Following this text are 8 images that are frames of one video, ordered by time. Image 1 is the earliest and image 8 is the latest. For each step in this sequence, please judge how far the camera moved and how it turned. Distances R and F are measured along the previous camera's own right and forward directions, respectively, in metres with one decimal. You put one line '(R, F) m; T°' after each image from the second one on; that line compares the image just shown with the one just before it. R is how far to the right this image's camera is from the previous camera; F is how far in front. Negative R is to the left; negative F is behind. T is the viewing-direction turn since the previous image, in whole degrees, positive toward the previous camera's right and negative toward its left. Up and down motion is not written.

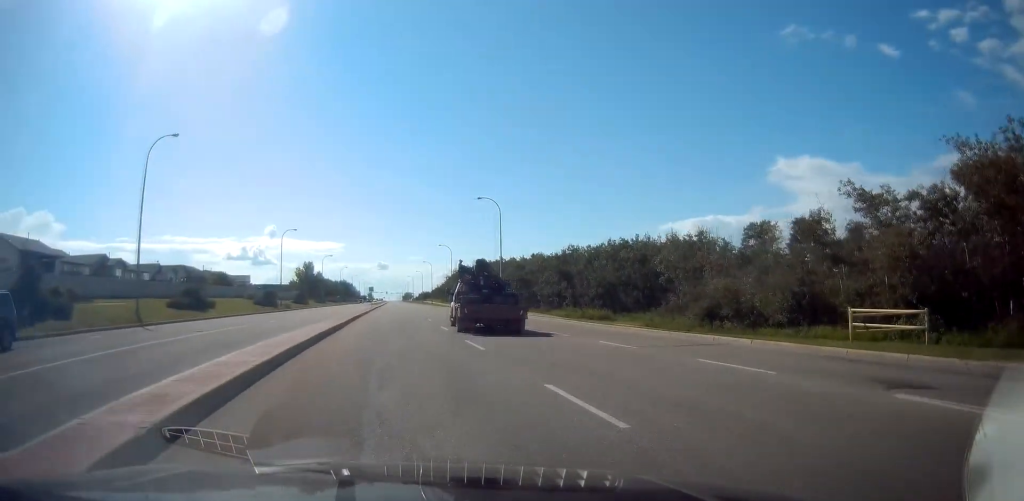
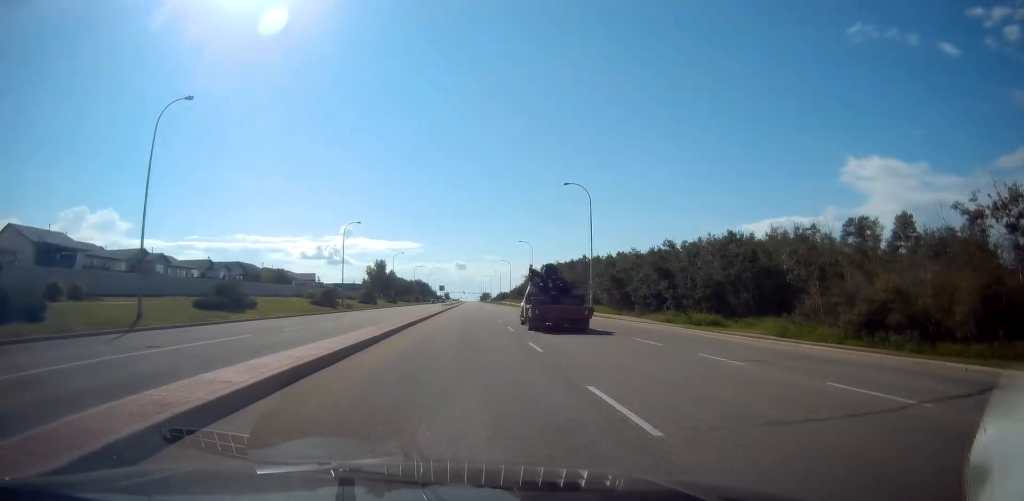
(-0.6, +8.9) m; -5°
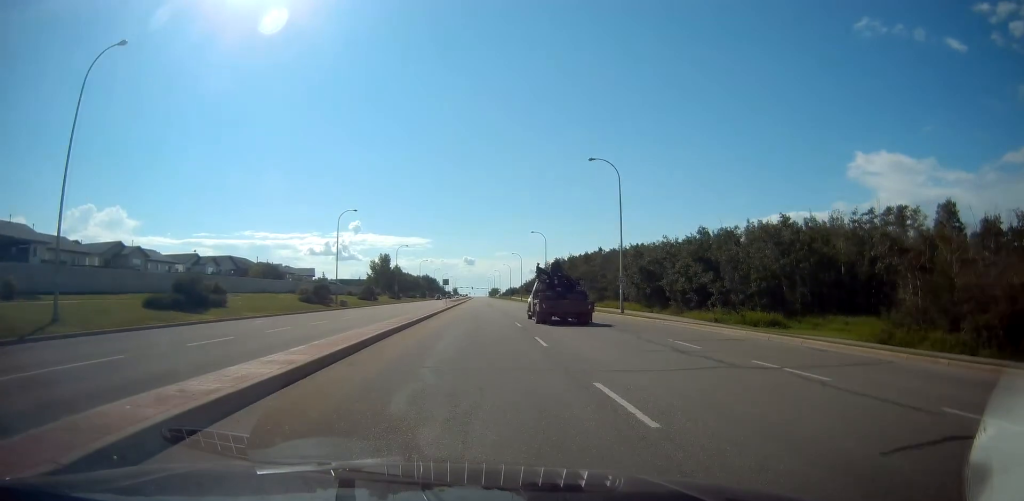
(-0.1, +8.8) m; -1°
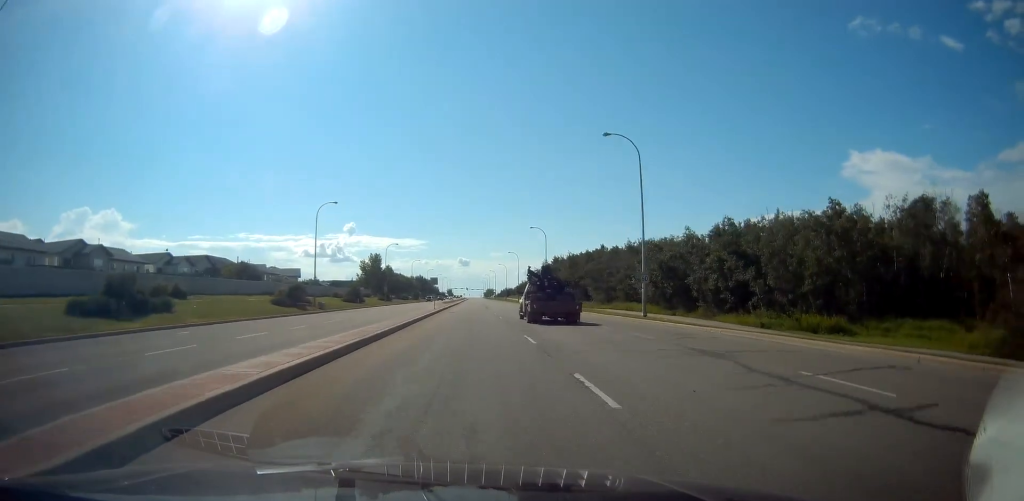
(0.0, +8.3) m; -1°
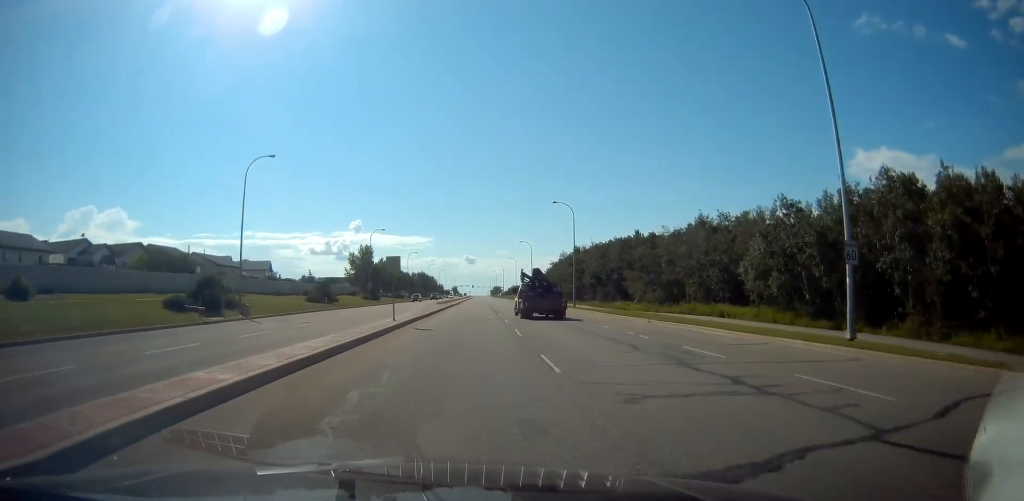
(-0.8, +24.3) m; -2°
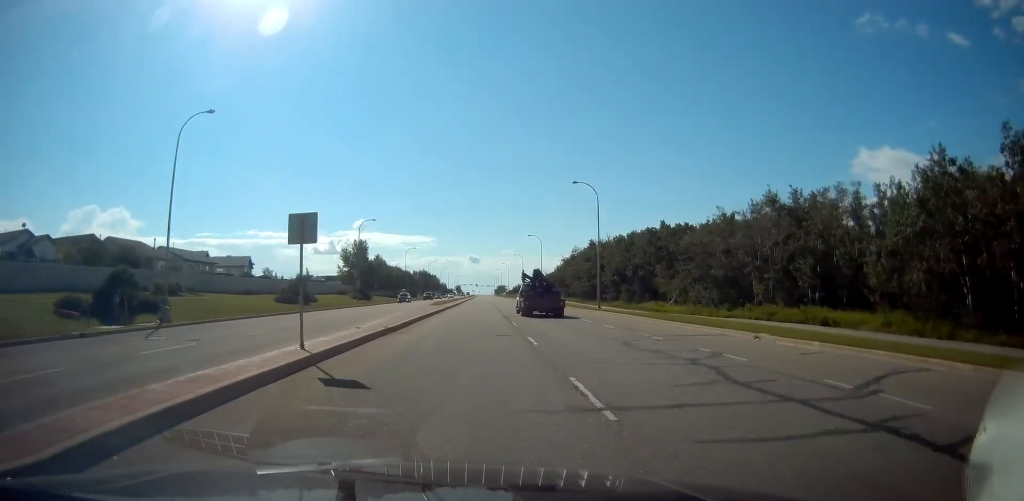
(0.0, +12.8) m; +1°
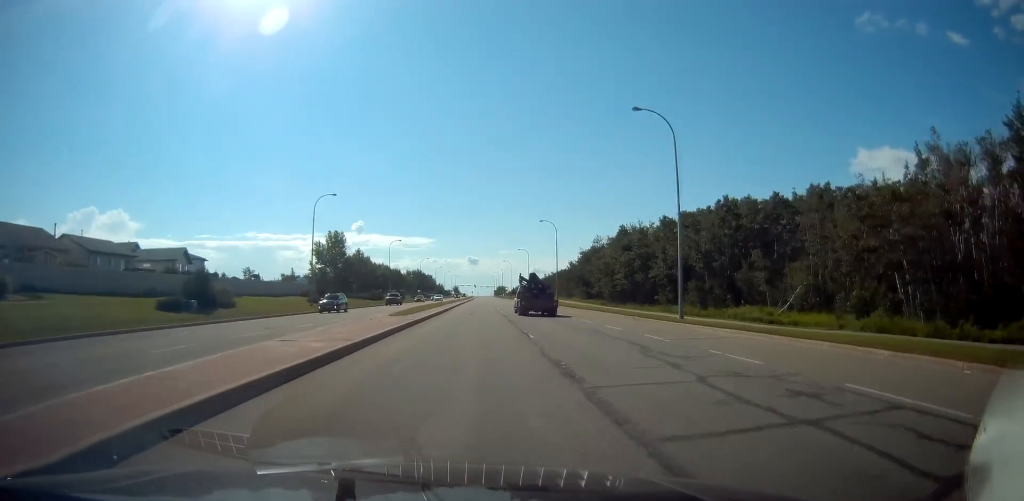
(+0.3, +24.8) m; +1°
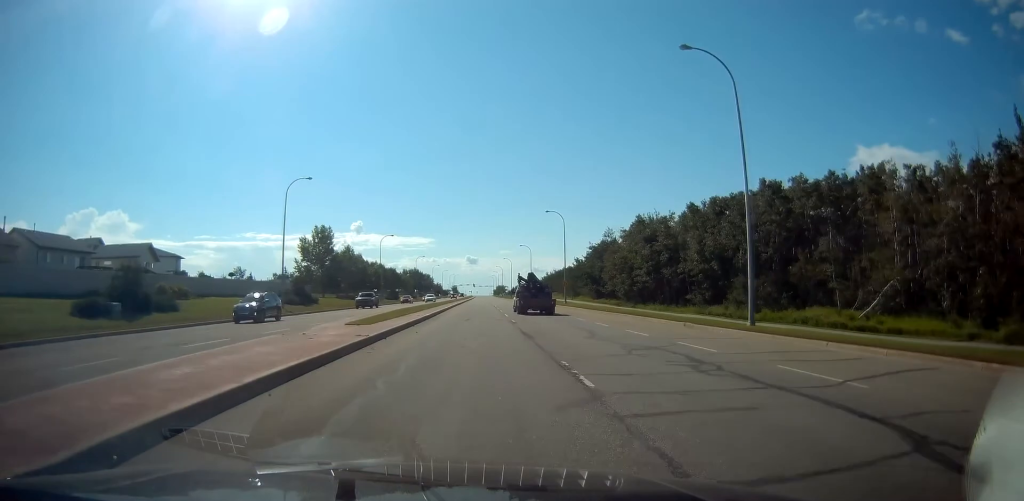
(0.0, +9.6) m; 0°
